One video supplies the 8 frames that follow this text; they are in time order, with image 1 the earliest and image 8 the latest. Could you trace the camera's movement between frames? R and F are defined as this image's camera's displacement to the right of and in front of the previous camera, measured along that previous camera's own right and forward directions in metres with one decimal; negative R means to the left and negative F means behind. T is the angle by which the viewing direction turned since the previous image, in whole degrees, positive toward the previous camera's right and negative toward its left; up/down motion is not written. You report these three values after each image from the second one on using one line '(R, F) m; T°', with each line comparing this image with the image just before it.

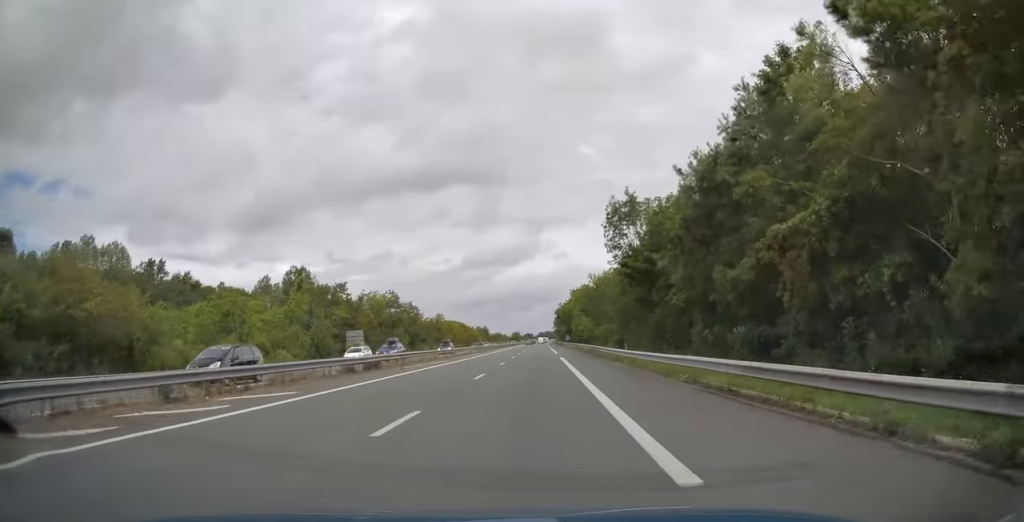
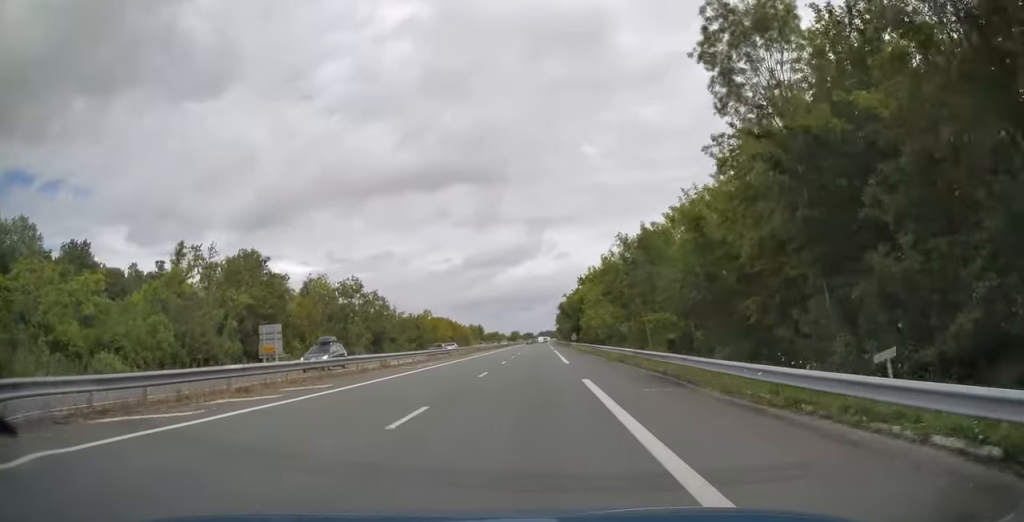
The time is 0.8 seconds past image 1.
(0.0, +25.3) m; 0°
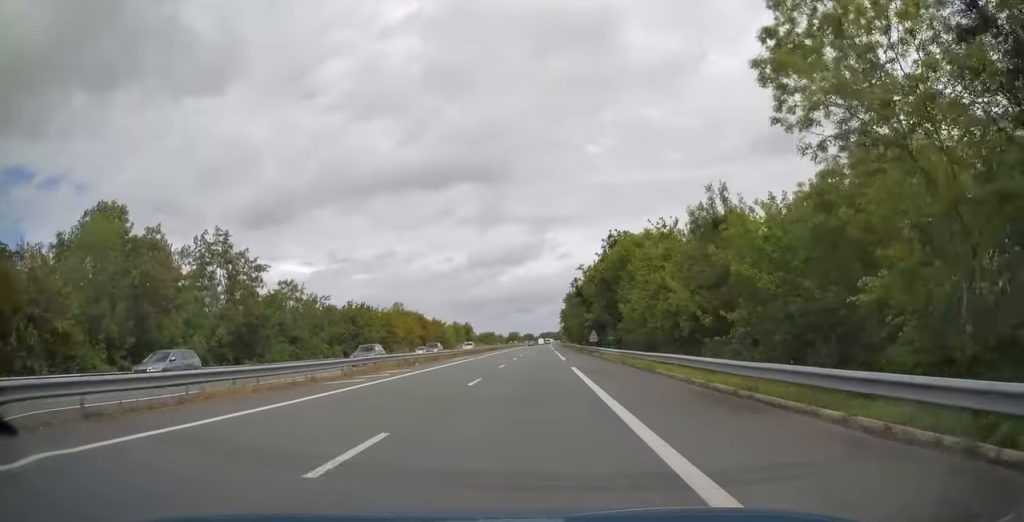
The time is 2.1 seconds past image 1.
(+0.1, +42.5) m; 0°
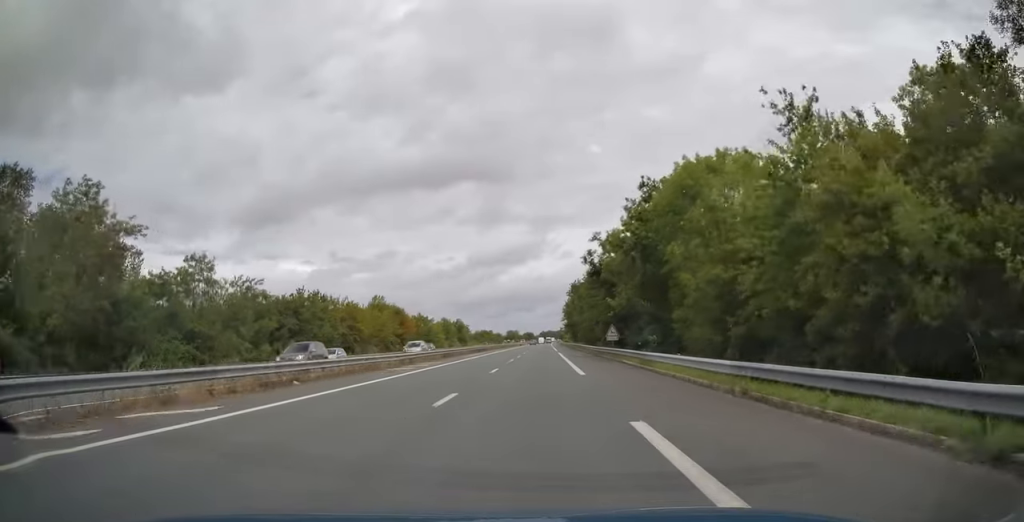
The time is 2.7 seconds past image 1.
(-0.1, +19.4) m; 0°
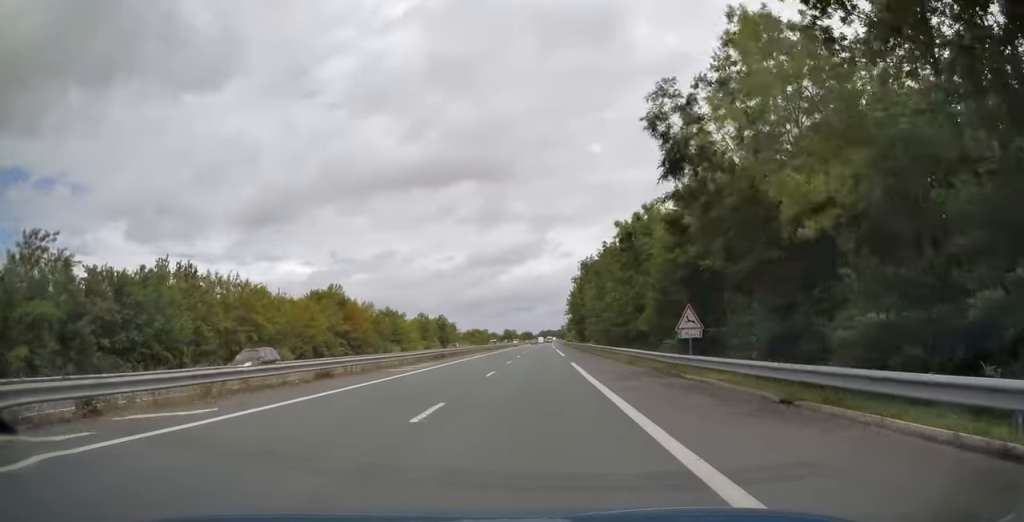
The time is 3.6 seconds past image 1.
(+0.1, +28.4) m; 0°
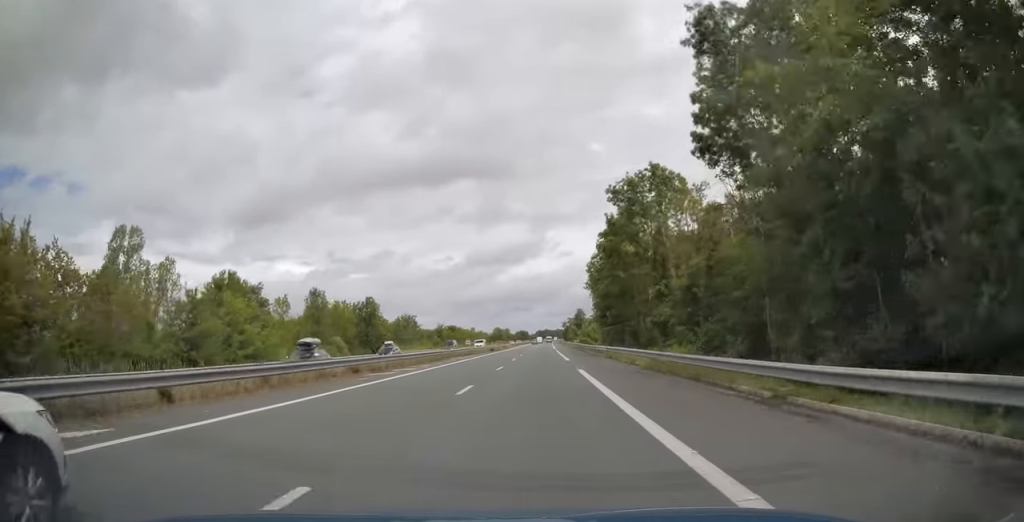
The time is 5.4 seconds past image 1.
(+0.1, +59.4) m; 0°
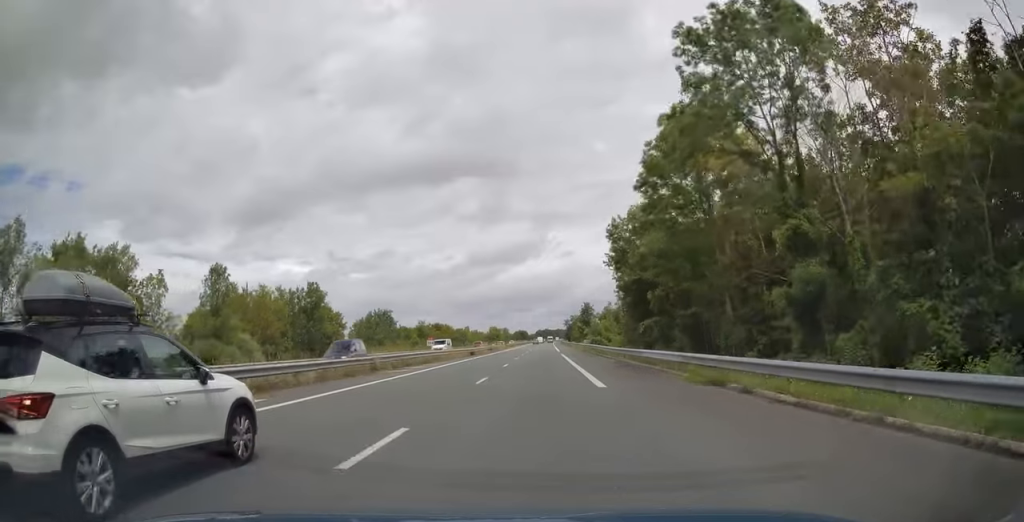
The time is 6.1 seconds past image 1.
(0.0, +22.0) m; 0°
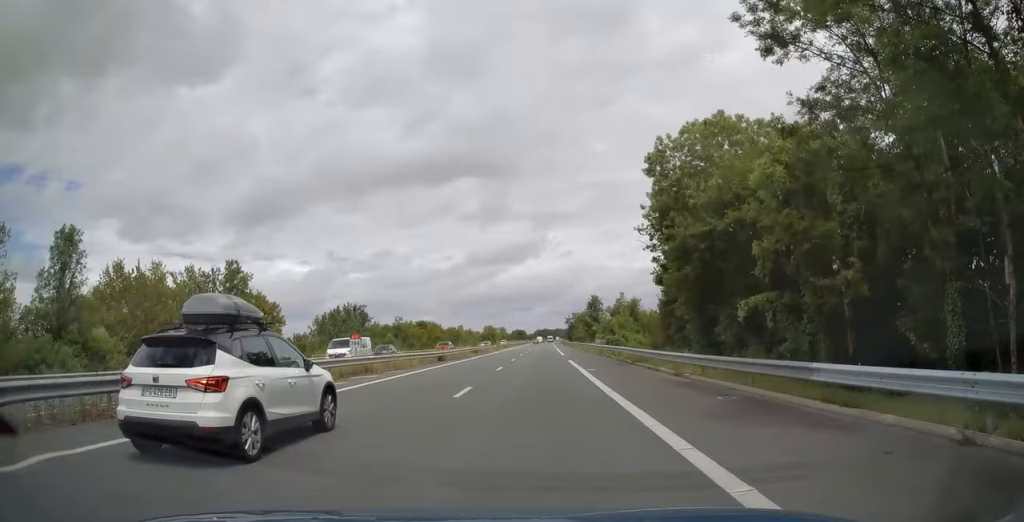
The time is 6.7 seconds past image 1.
(0.0, +17.7) m; 0°
